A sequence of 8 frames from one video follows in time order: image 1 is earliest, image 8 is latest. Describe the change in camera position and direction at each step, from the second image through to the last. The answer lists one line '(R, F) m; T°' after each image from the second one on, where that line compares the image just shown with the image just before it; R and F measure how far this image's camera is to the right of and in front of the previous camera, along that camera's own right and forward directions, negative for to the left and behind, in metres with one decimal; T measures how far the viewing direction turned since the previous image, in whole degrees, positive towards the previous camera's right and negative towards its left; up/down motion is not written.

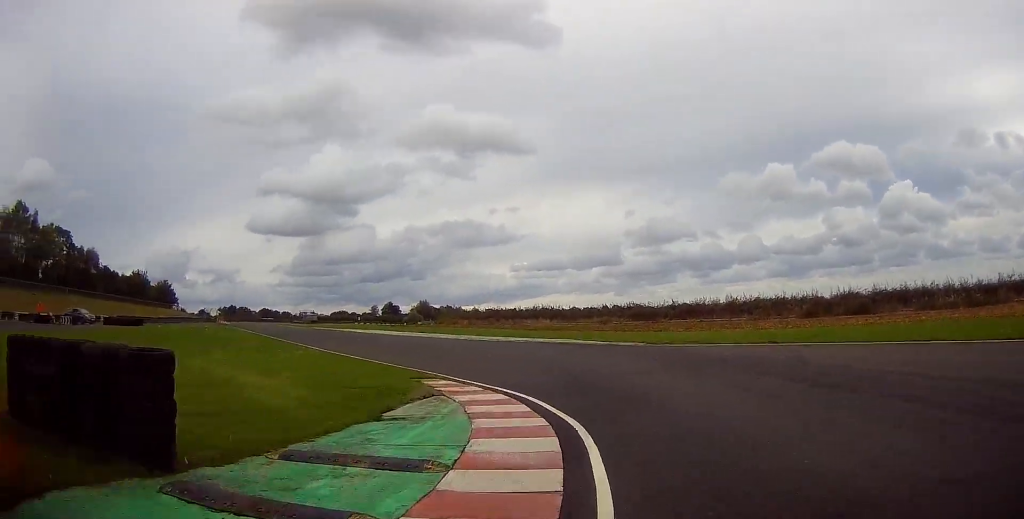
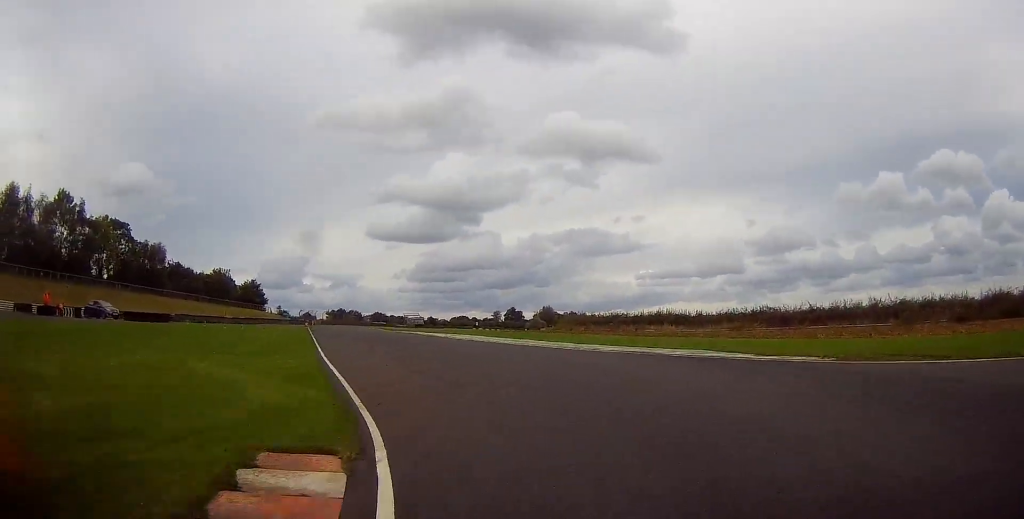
(-1.1, +10.9) m; -9°
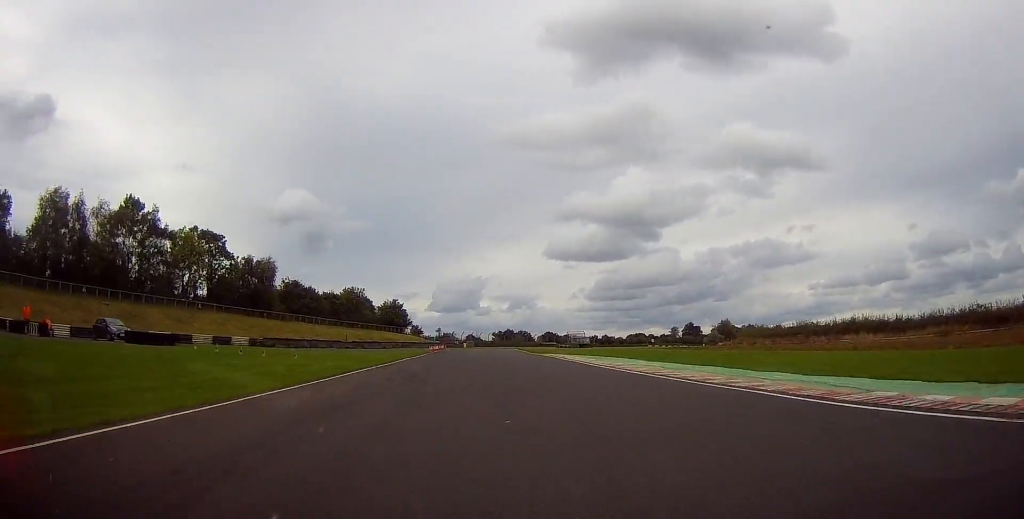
(-1.8, +16.1) m; -14°
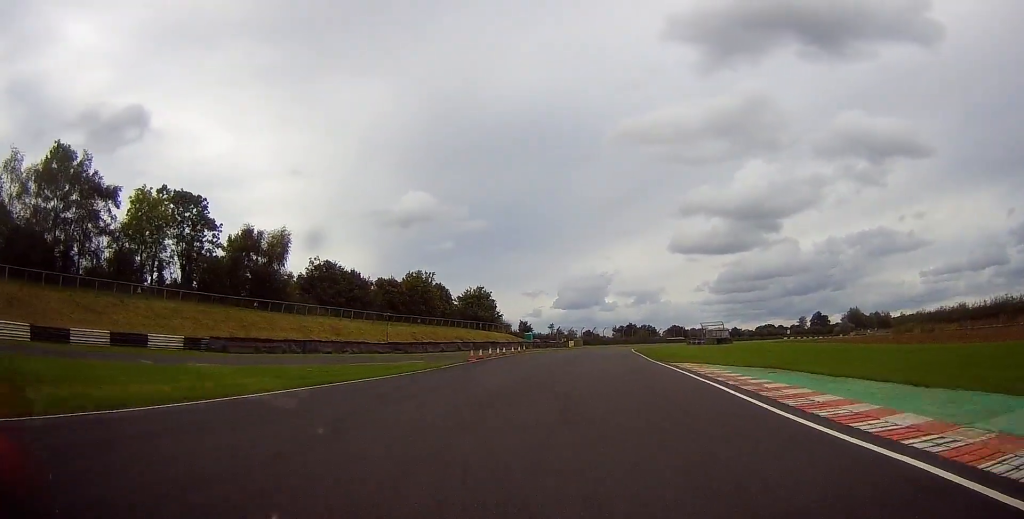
(-4.7, +28.7) m; -13°
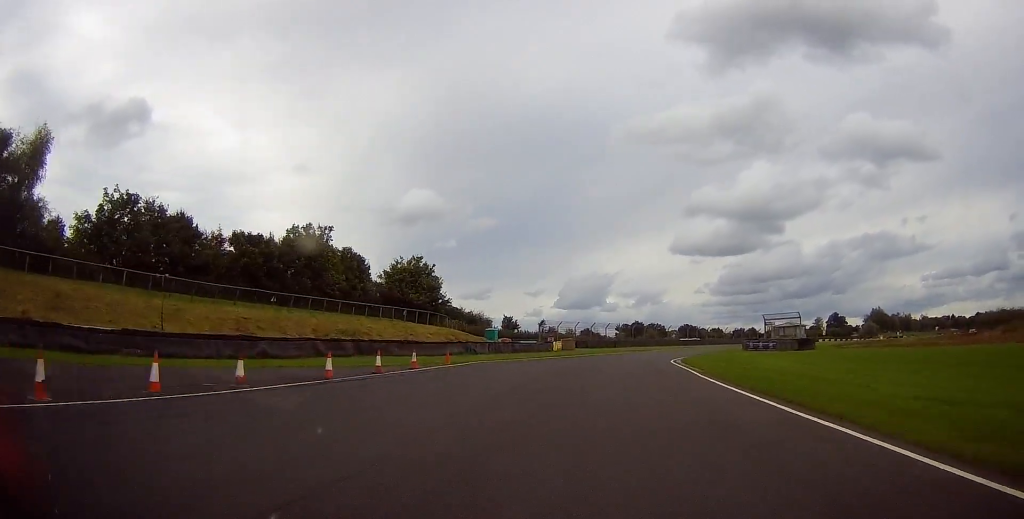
(-1.8, +36.2) m; -2°
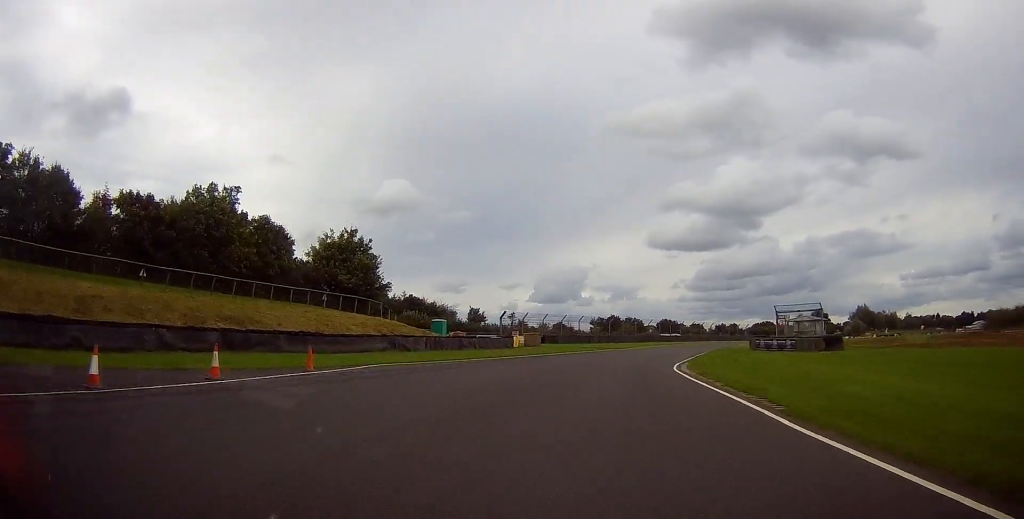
(+0.1, +12.2) m; +1°
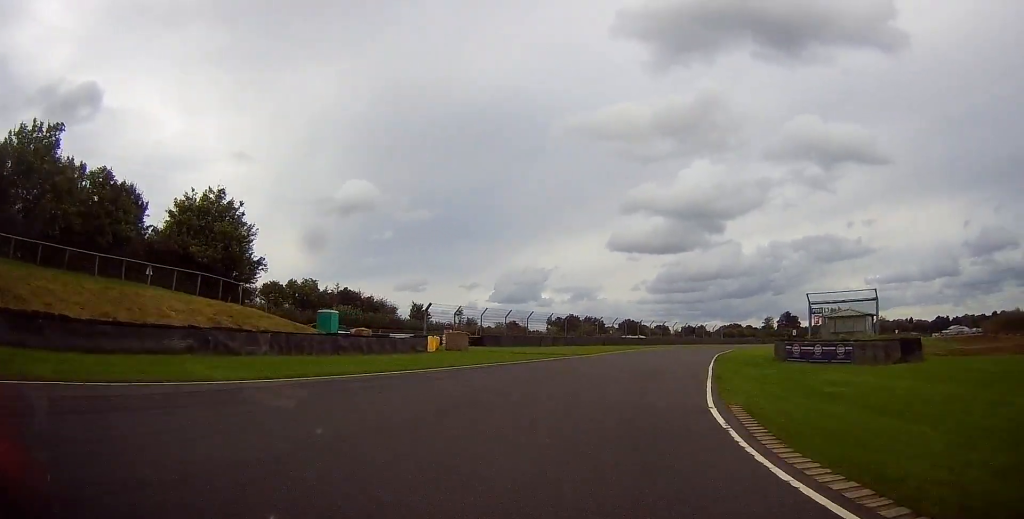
(0.0, +16.2) m; +3°
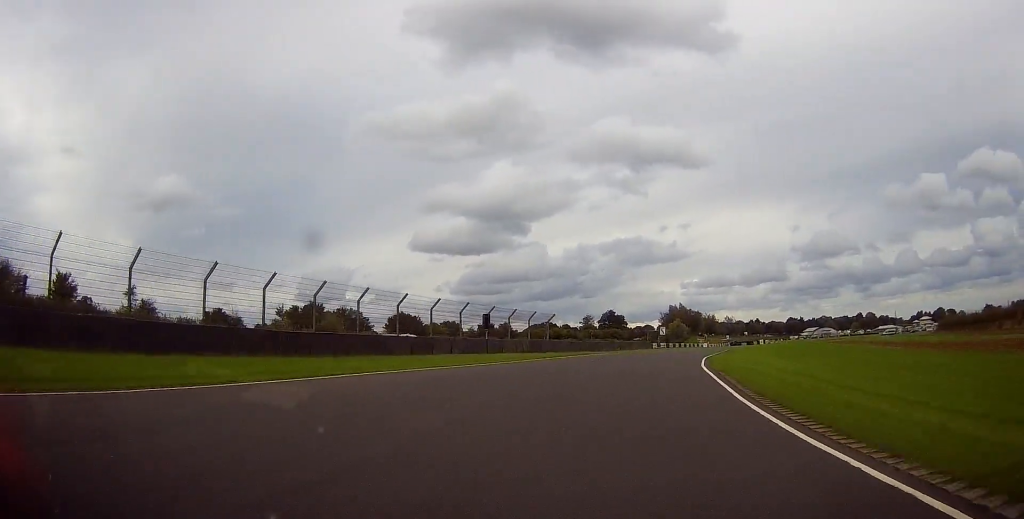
(+8.1, +61.1) m; +16°
